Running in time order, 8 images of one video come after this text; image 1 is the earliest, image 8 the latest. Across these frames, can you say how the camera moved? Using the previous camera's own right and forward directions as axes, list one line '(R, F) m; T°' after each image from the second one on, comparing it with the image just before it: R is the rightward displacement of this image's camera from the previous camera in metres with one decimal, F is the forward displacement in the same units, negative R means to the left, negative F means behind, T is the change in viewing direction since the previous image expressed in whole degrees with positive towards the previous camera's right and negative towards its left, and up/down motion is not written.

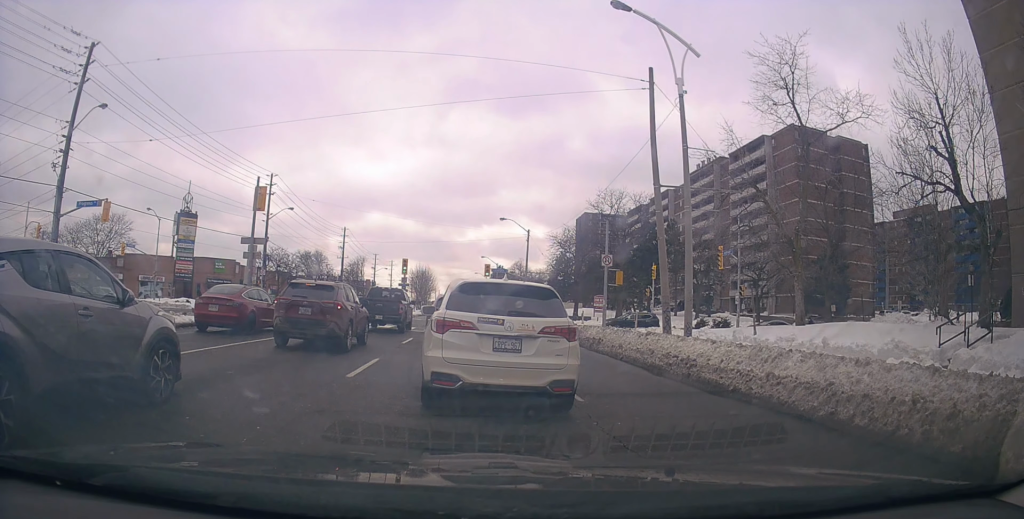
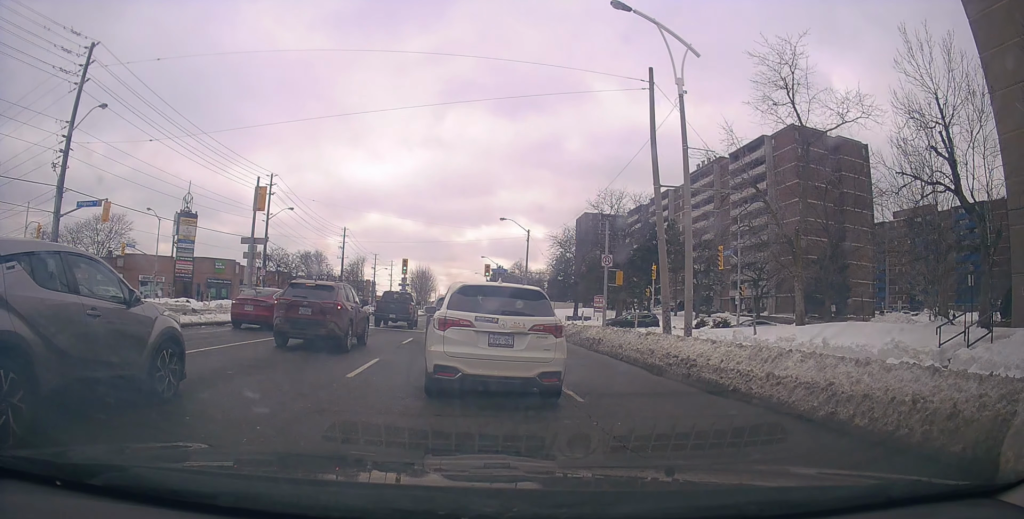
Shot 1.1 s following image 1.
(0.0, 0.0) m; 0°
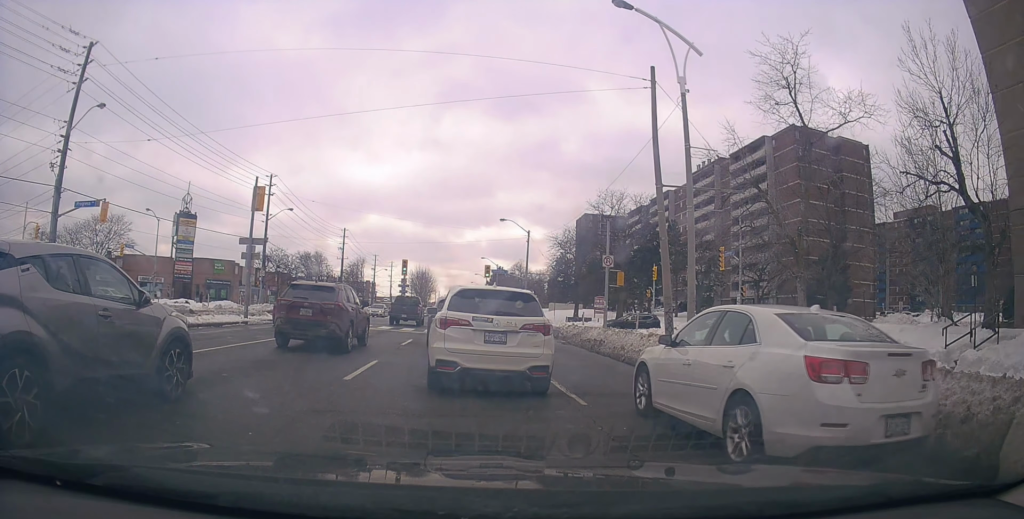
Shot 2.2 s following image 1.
(0.0, 0.0) m; 0°
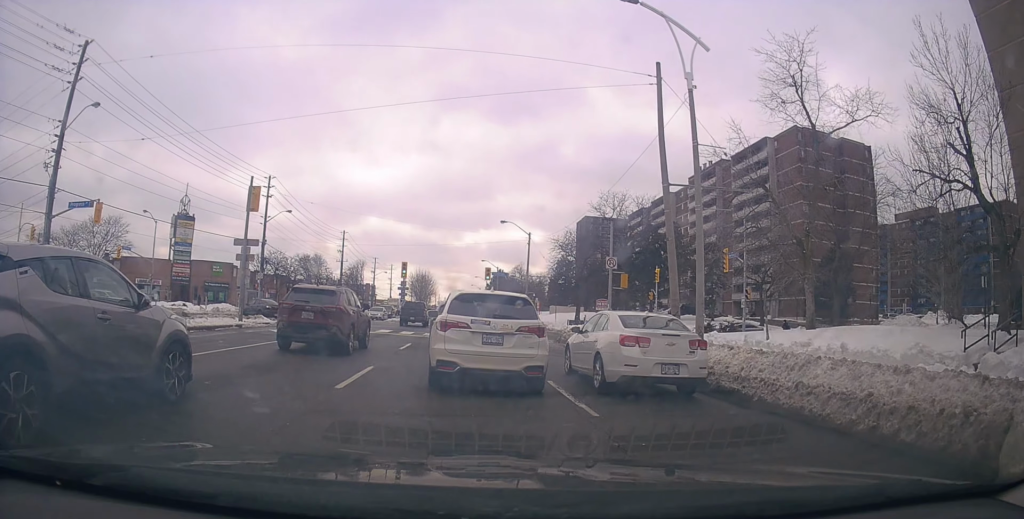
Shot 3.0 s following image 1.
(0.0, 0.0) m; 0°
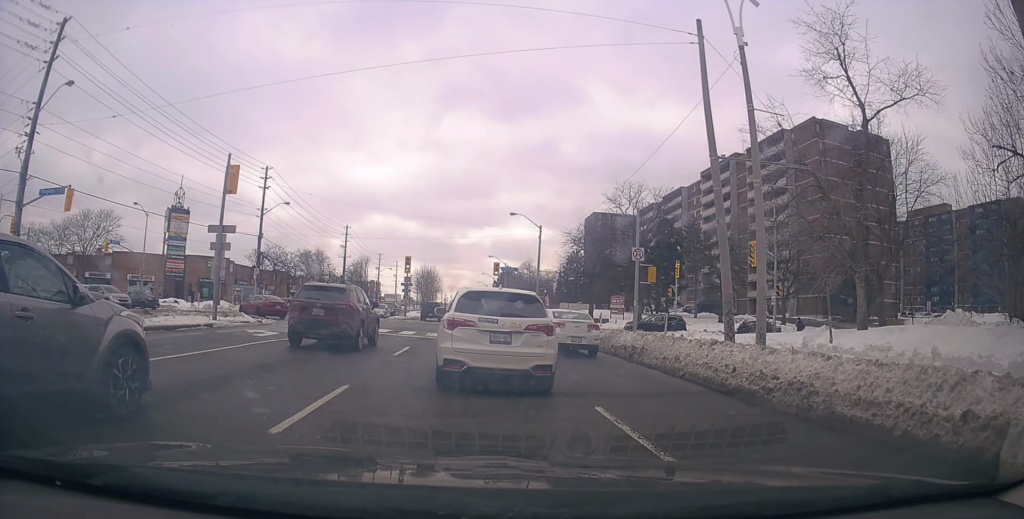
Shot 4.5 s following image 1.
(+0.4, +0.2) m; 0°
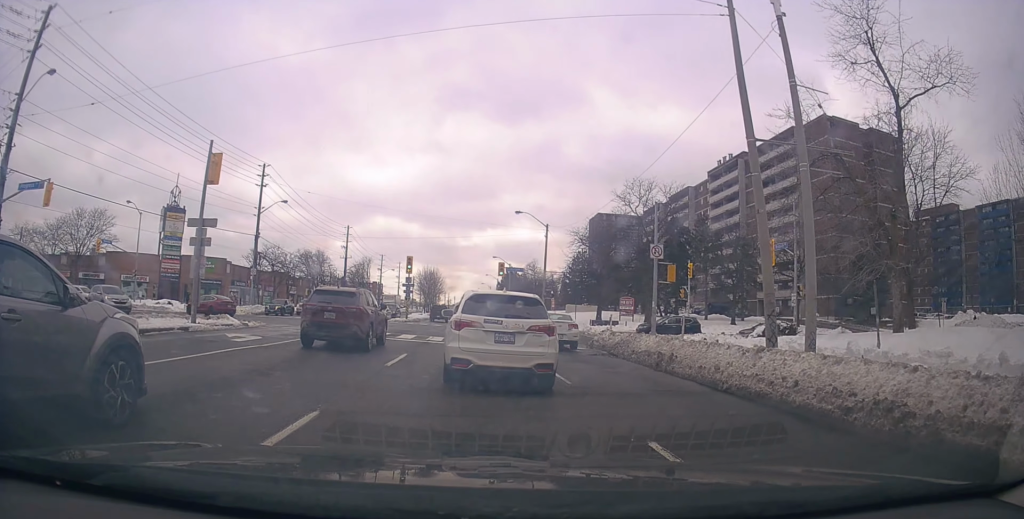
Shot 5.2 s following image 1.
(+0.2, +1.1) m; -1°
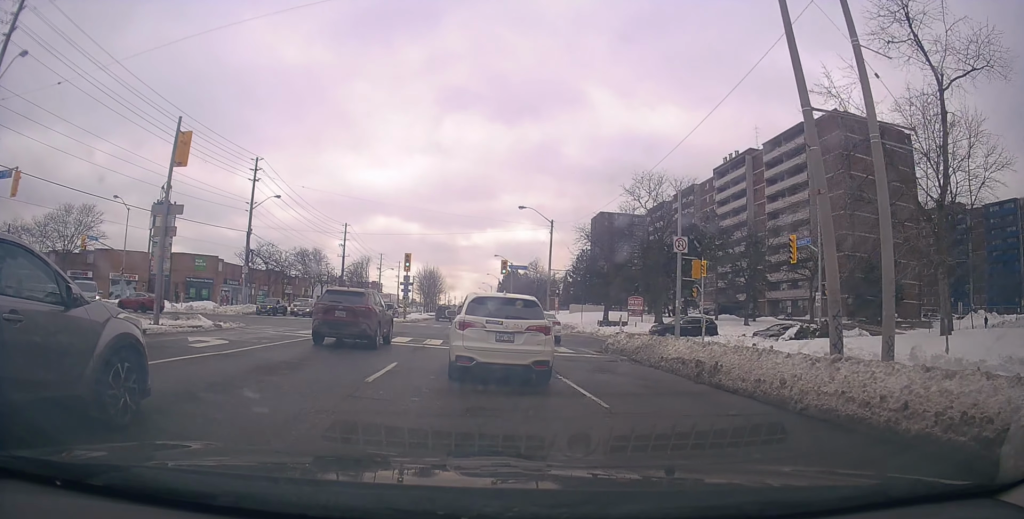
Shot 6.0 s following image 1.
(-0.1, +1.8) m; -5°
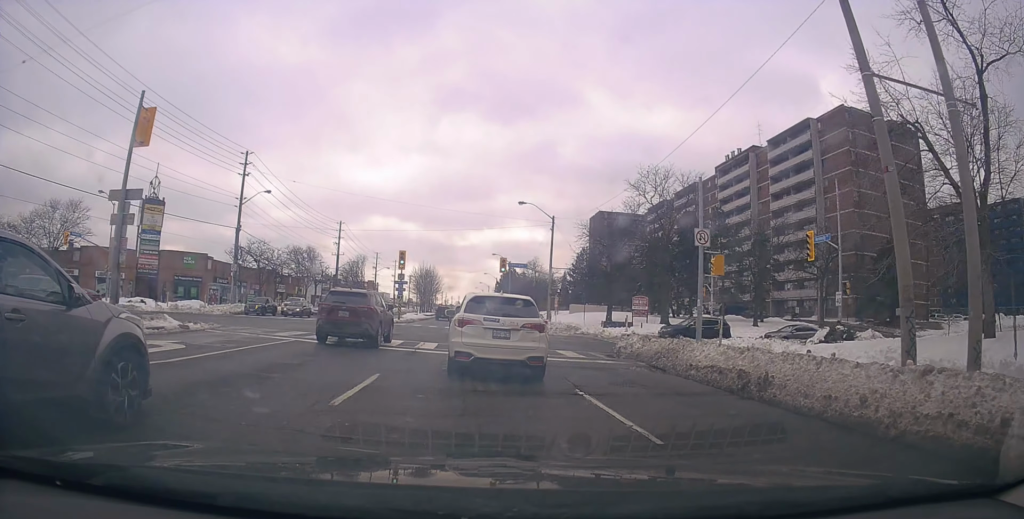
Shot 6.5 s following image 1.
(-0.1, +1.5) m; -3°
